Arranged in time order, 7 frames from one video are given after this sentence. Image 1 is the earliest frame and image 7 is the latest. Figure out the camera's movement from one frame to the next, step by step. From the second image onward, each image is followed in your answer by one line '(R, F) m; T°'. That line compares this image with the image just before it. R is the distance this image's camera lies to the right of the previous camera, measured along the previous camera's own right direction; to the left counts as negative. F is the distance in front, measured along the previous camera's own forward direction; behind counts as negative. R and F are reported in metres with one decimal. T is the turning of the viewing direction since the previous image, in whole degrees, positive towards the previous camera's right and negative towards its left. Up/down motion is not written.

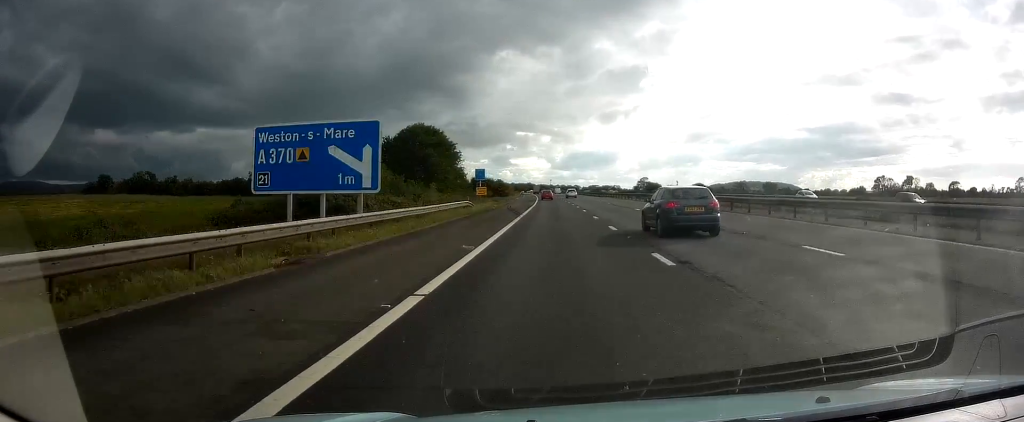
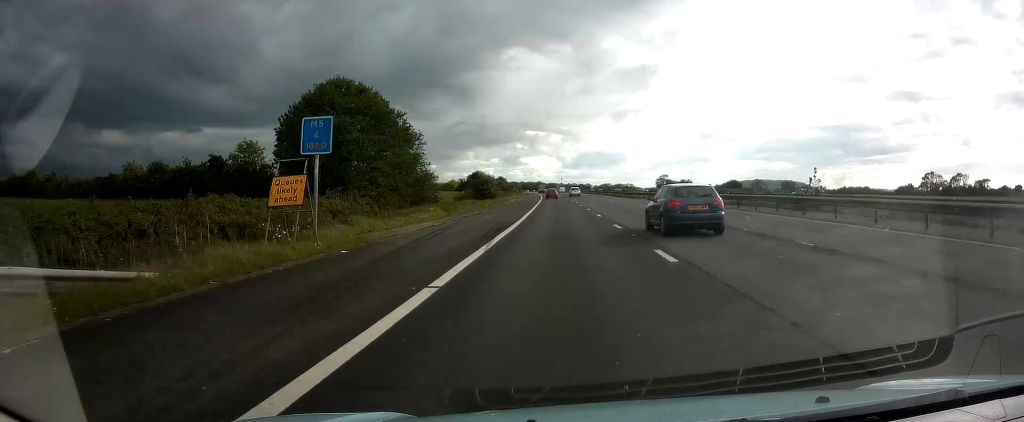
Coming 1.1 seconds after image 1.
(-0.4, +35.4) m; -1°
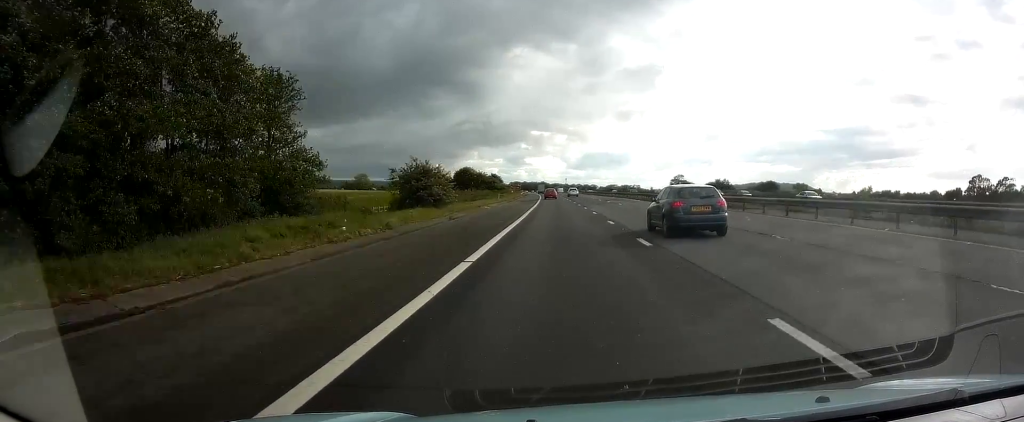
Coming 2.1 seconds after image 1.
(0.0, +33.3) m; 0°
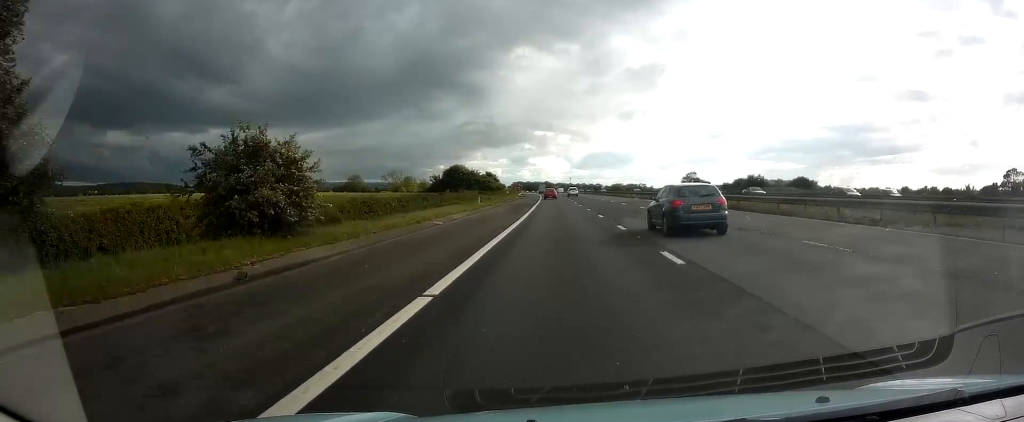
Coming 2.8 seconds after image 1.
(0.0, +21.3) m; 0°
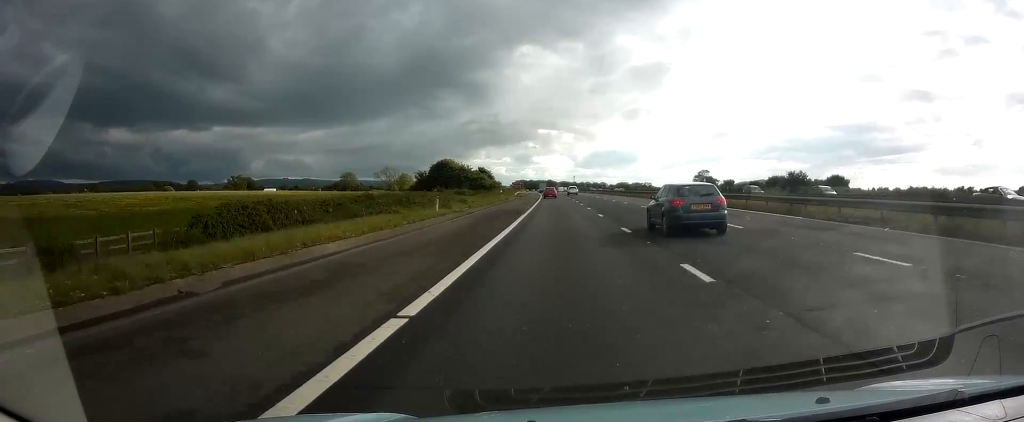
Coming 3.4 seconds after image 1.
(0.0, +19.2) m; 0°
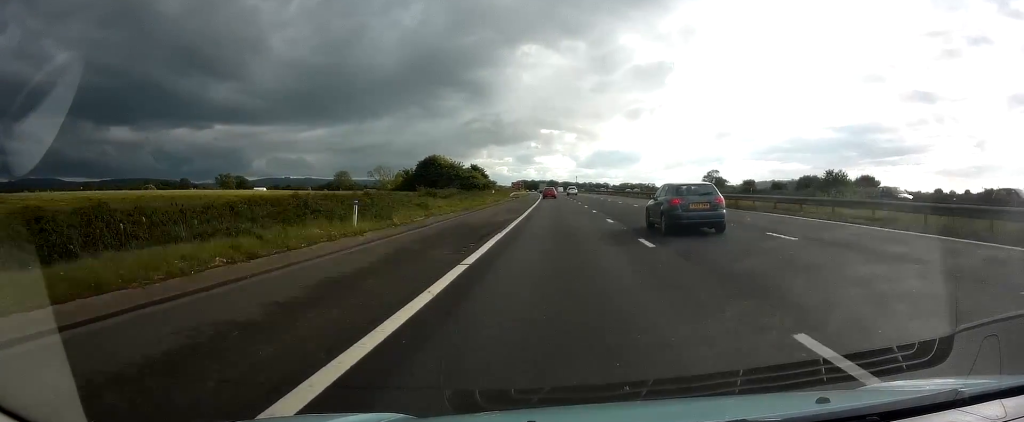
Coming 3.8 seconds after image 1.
(+0.1, +13.8) m; 0°
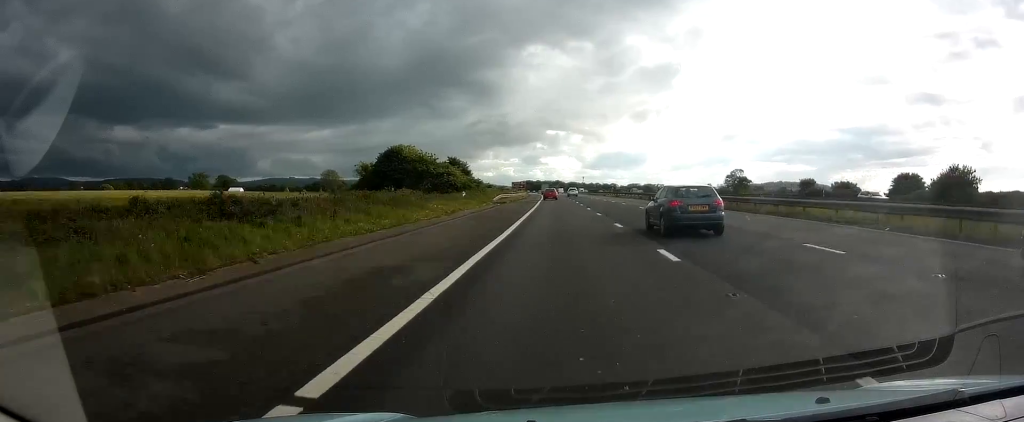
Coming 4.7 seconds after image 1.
(-0.4, +28.8) m; -1°
